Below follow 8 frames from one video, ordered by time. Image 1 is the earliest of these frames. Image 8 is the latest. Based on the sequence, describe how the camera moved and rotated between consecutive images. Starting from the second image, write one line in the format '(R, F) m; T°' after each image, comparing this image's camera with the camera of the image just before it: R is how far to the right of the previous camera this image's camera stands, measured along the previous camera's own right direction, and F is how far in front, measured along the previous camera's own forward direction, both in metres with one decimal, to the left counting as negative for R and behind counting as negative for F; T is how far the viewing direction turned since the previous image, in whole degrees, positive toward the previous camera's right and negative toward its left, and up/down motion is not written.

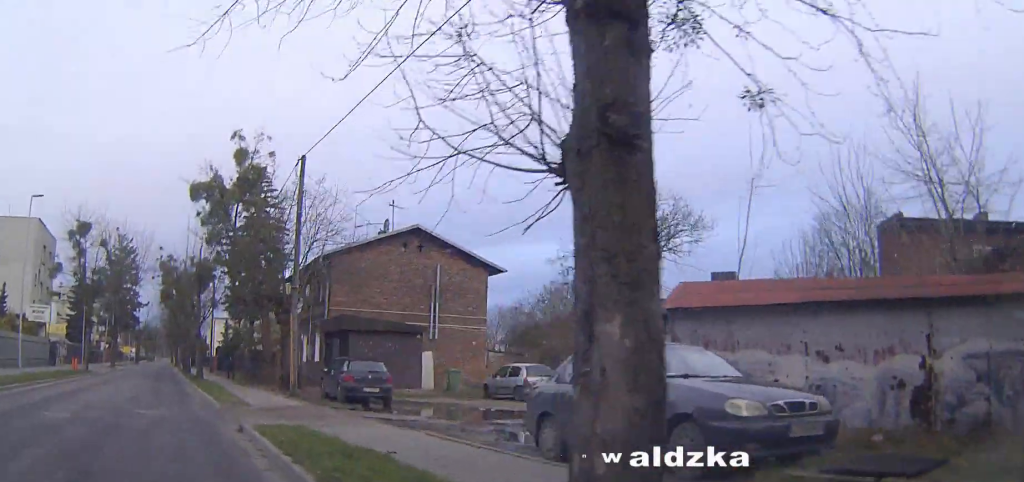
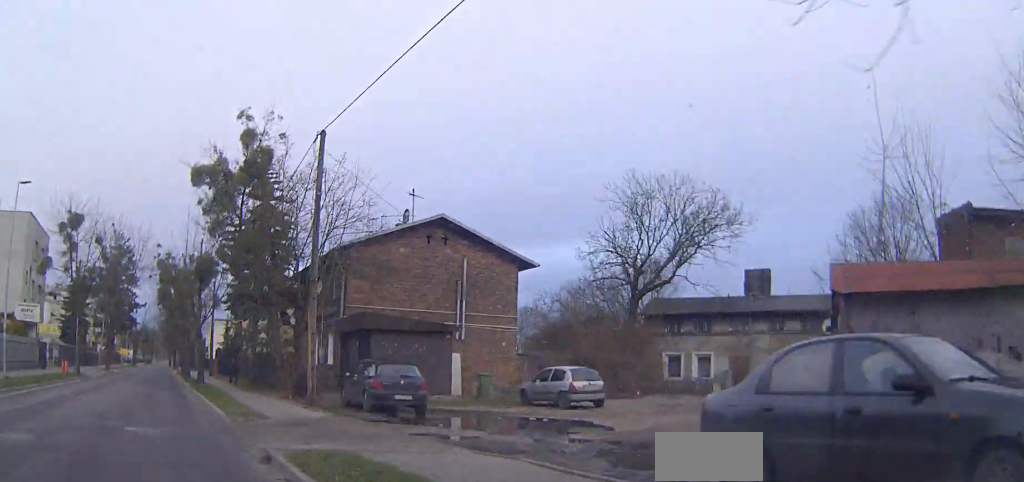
(0.0, +3.4) m; -1°
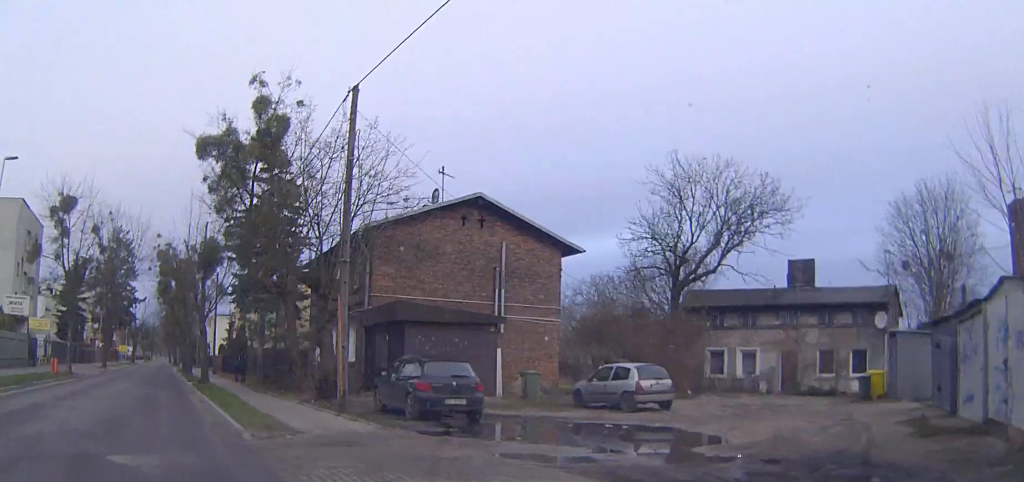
(+0.1, +3.6) m; -1°
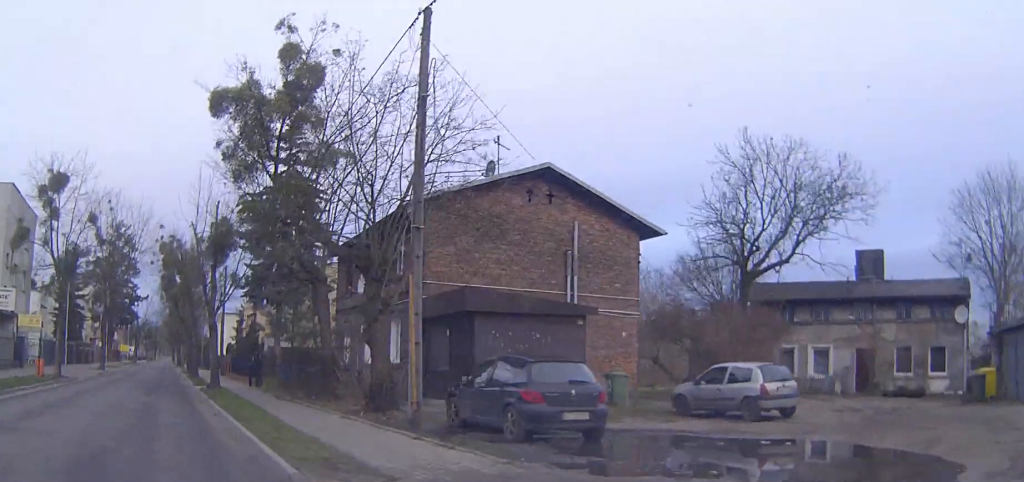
(-0.2, +4.8) m; -1°
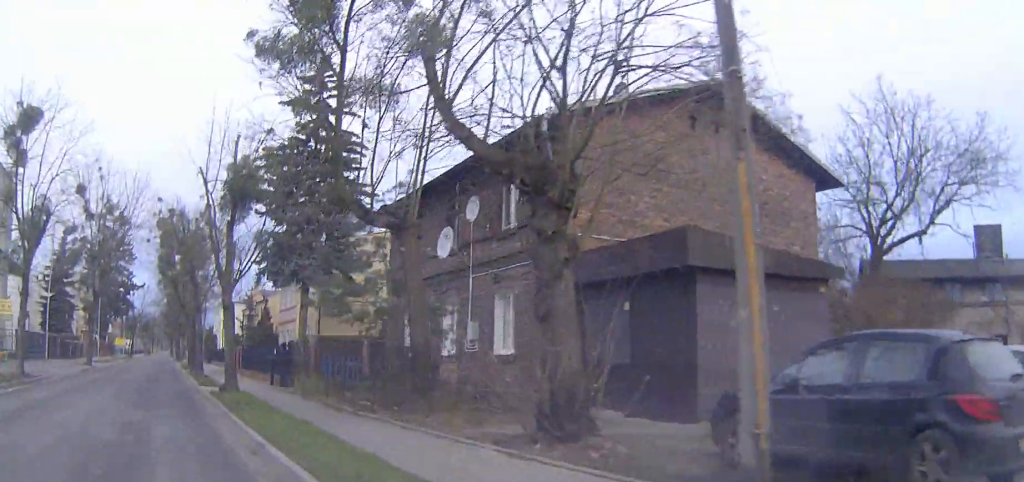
(+0.1, +7.9) m; +1°
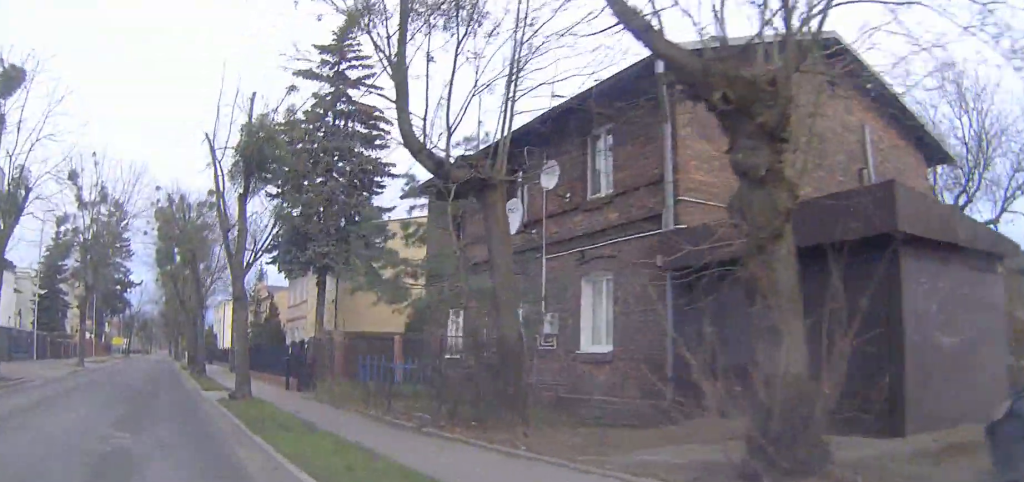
(0.0, +3.8) m; 0°
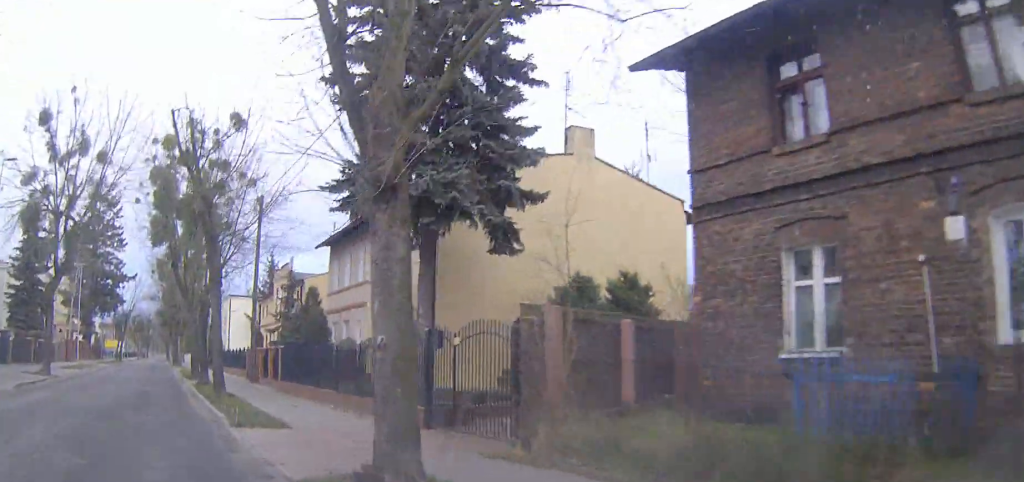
(0.0, +11.9) m; 0°
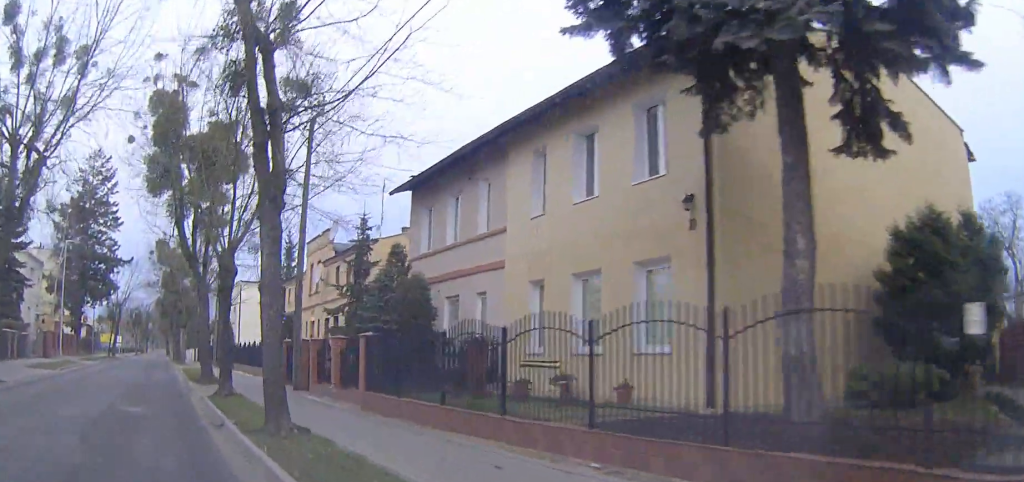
(-0.1, +11.1) m; -1°
